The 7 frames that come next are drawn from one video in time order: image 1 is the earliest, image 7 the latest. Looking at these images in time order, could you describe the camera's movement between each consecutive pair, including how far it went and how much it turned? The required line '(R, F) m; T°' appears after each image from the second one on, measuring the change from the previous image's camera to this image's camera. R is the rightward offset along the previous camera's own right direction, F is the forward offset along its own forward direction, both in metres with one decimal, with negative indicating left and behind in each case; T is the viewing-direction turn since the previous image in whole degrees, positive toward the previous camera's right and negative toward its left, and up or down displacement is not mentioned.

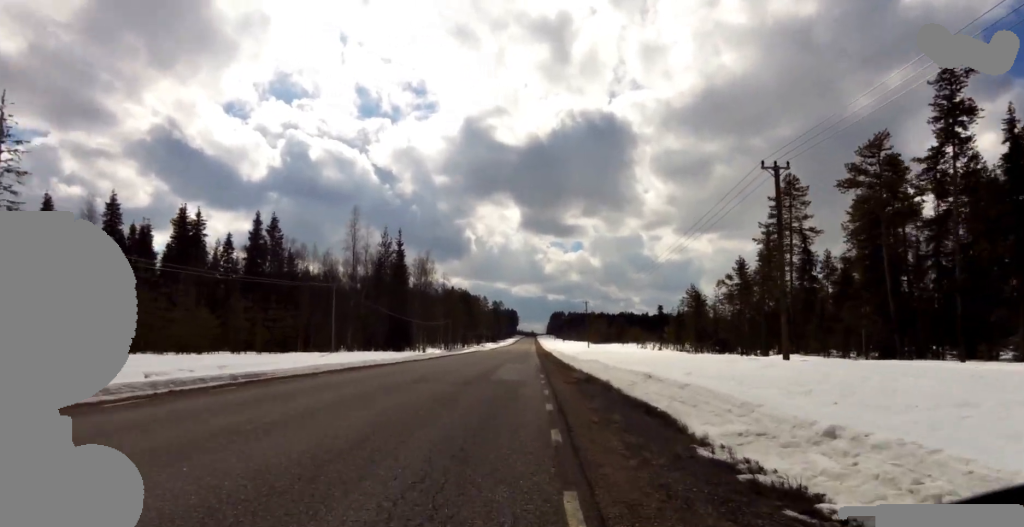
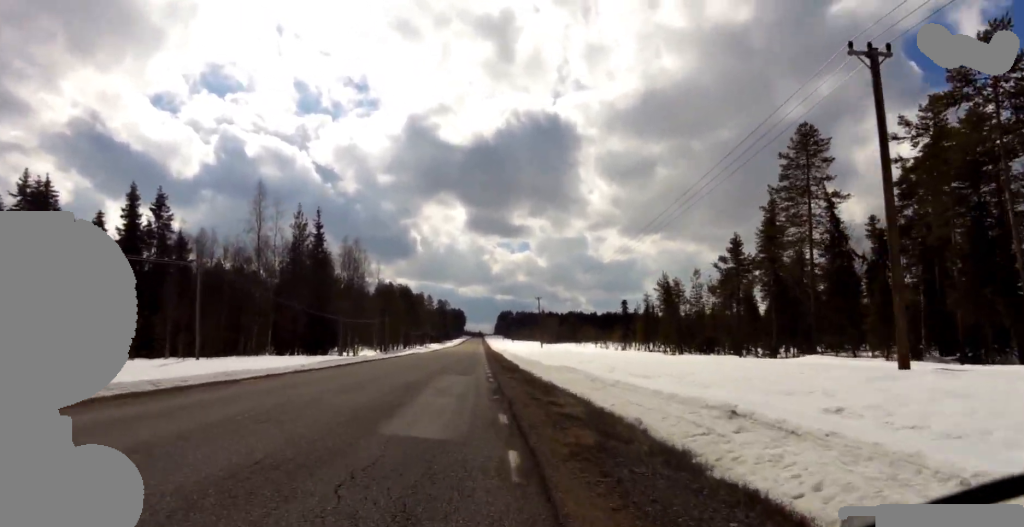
(+0.1, +10.4) m; +4°
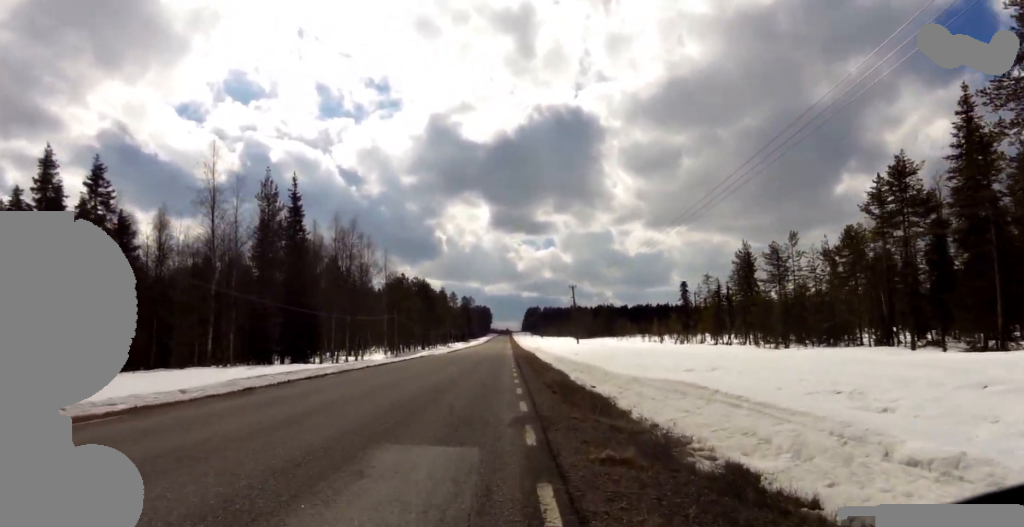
(+0.3, +13.6) m; -5°
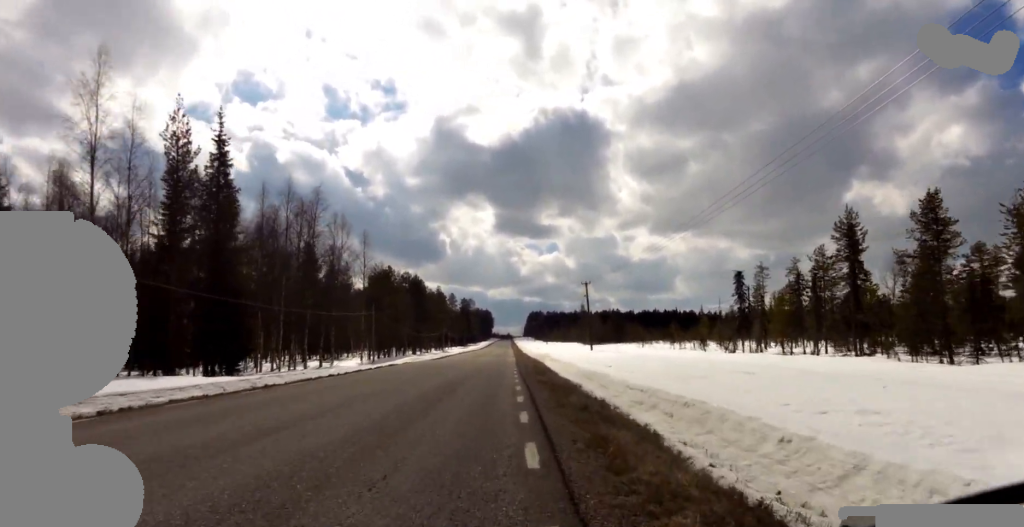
(-0.4, +12.9) m; +1°
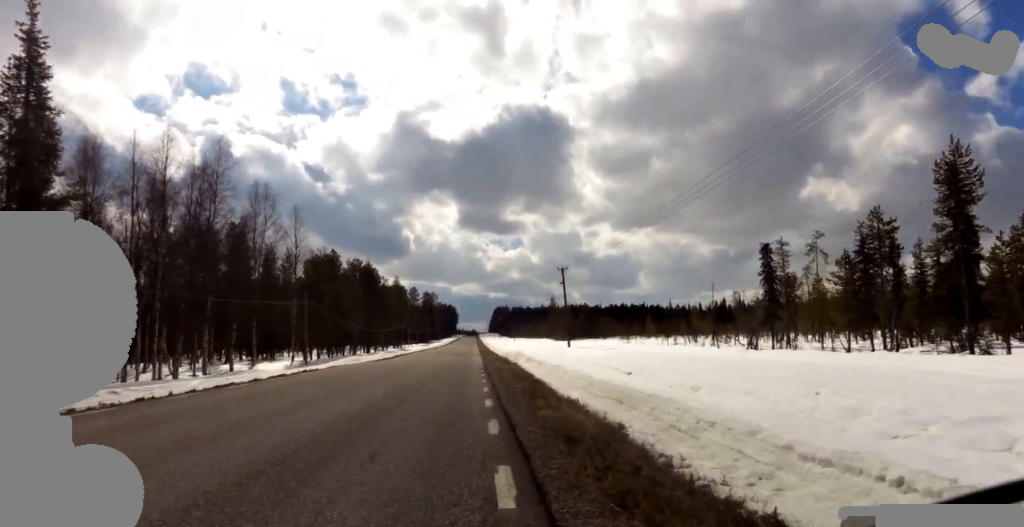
(+0.3, +10.2) m; +5°
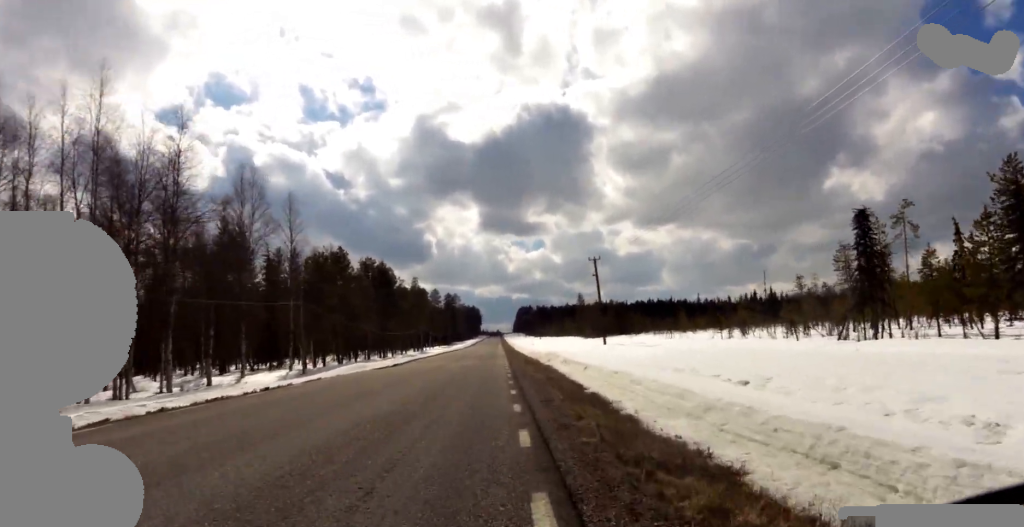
(+0.2, +6.9) m; +1°
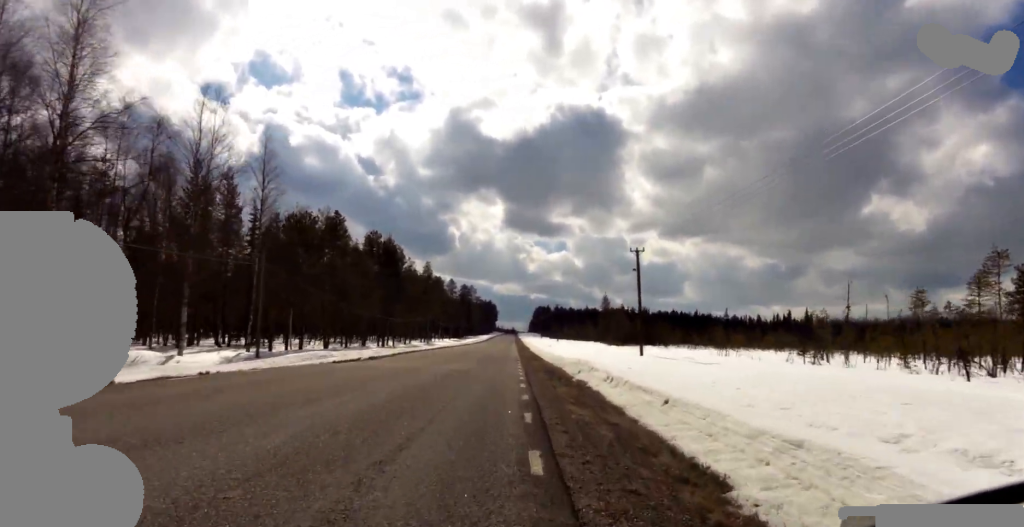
(-0.1, +10.5) m; -2°
